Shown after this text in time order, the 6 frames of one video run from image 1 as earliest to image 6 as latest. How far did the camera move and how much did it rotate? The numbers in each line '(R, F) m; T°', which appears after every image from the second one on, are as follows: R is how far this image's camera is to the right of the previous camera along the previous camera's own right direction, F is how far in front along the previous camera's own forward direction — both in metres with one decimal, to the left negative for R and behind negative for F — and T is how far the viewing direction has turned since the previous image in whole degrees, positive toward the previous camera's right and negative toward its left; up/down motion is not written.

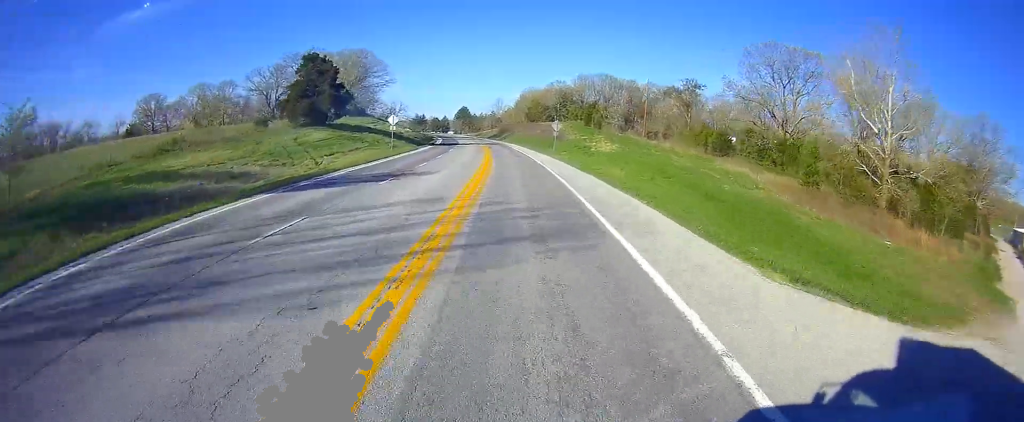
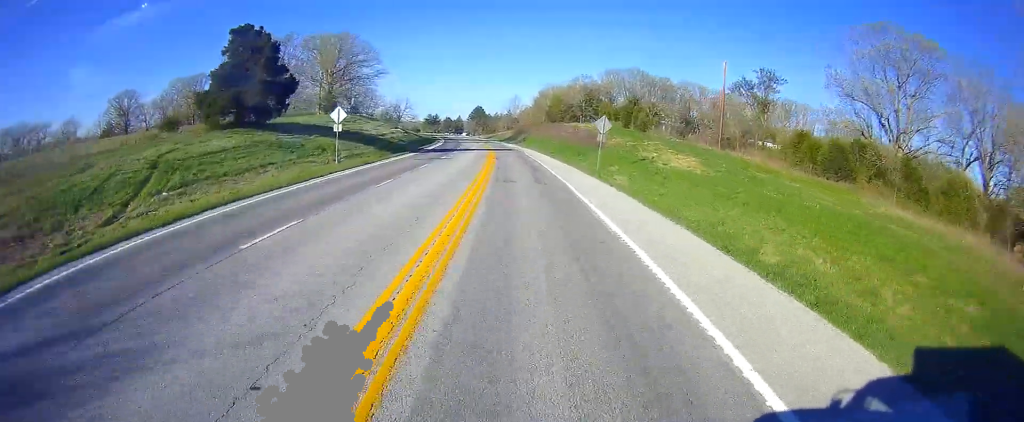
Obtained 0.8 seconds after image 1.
(-0.4, +24.7) m; -2°
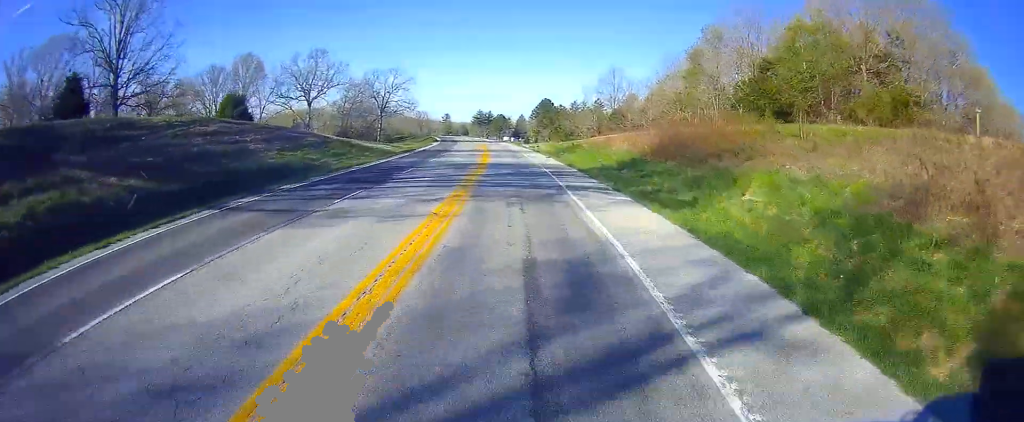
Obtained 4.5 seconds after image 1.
(-7.3, +113.5) m; -7°
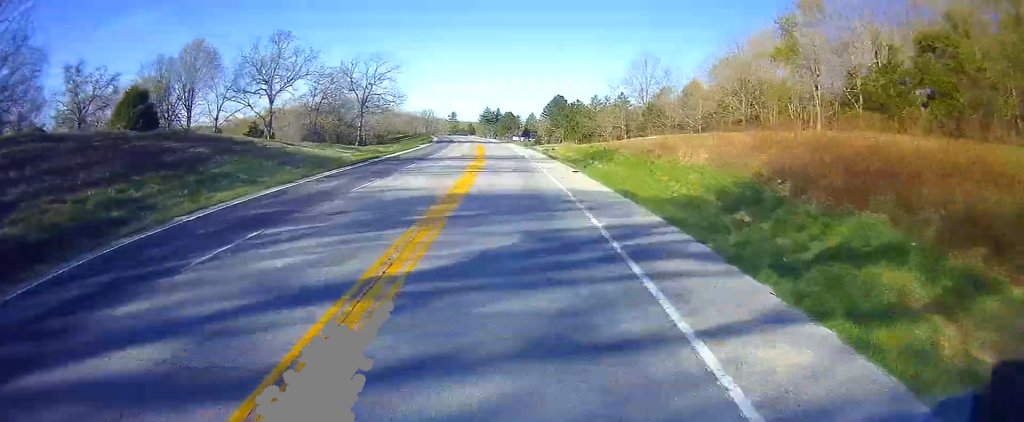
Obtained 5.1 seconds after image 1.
(-0.1, +20.9) m; -1°
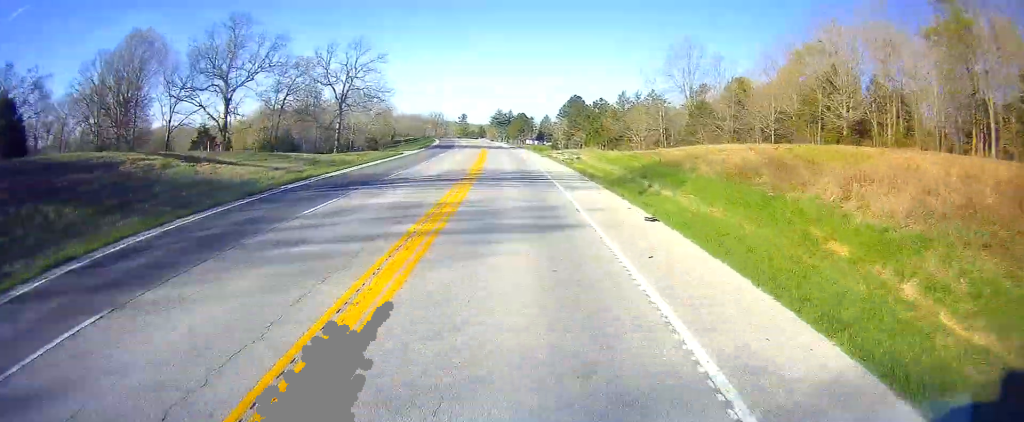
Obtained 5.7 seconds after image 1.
(-0.1, +17.7) m; -1°
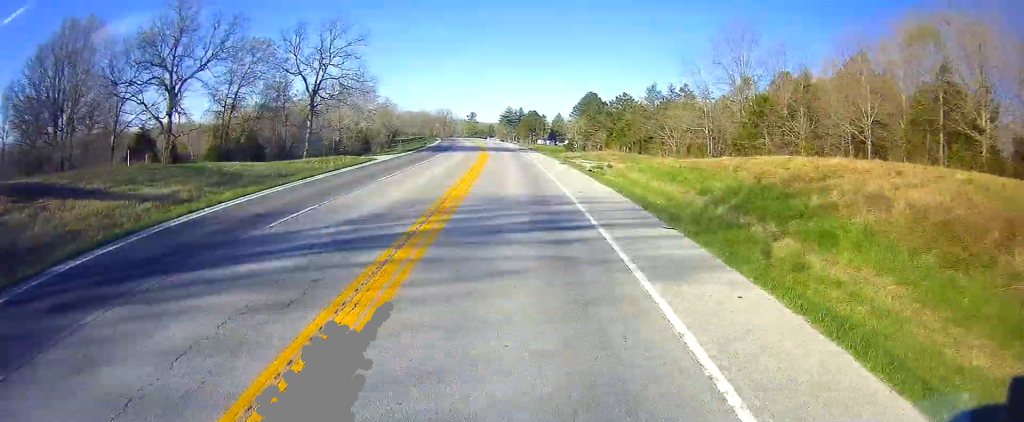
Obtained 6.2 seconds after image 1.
(-0.2, +14.6) m; -1°
